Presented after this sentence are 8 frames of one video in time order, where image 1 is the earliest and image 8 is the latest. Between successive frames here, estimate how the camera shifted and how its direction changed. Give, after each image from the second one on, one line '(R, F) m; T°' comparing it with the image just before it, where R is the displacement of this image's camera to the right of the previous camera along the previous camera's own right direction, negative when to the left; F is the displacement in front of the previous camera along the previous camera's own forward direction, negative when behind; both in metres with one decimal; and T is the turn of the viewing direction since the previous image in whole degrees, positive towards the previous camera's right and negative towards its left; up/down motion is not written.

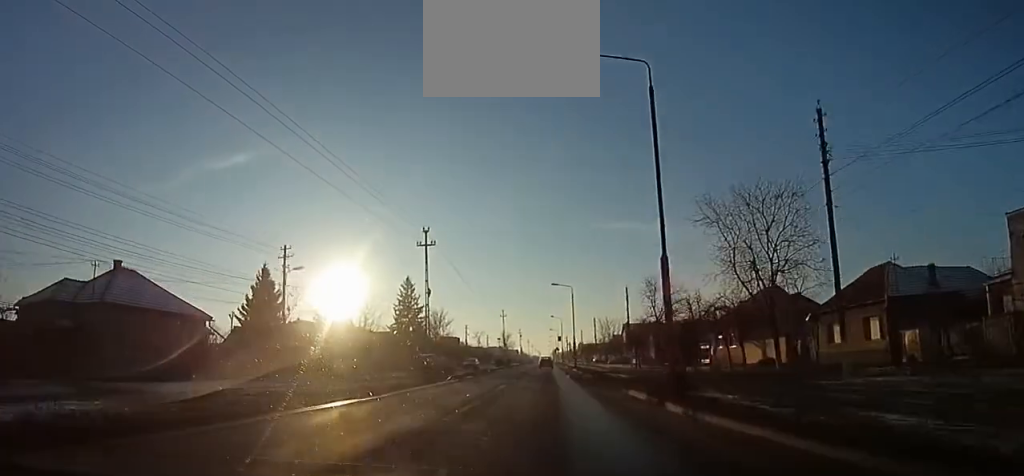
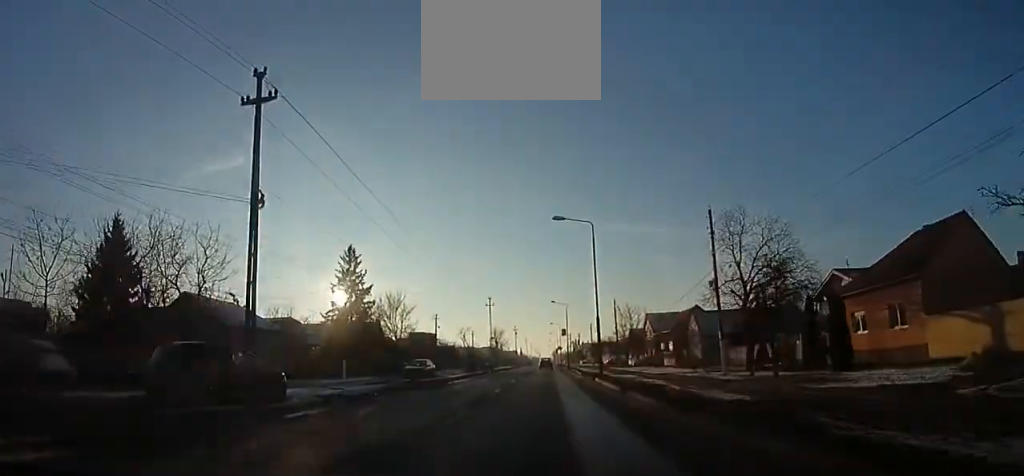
(-1.2, +25.1) m; -3°
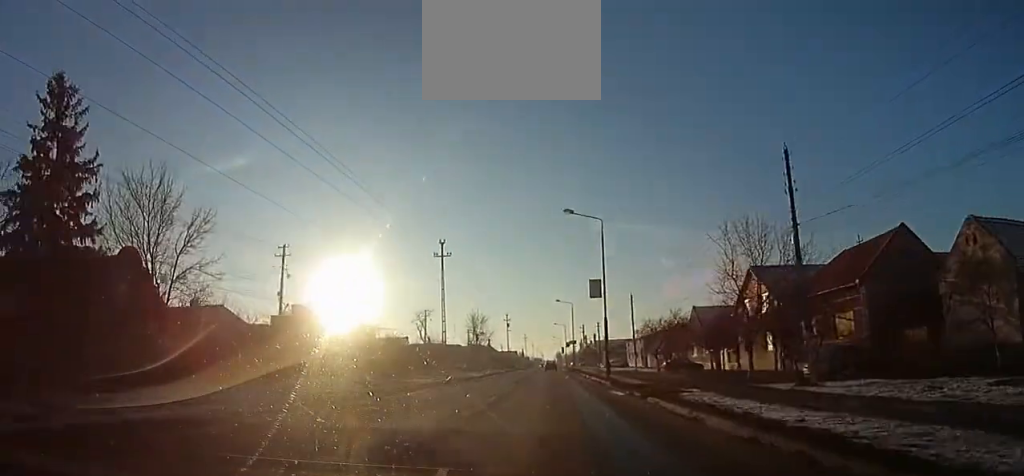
(+0.9, +43.4) m; +2°
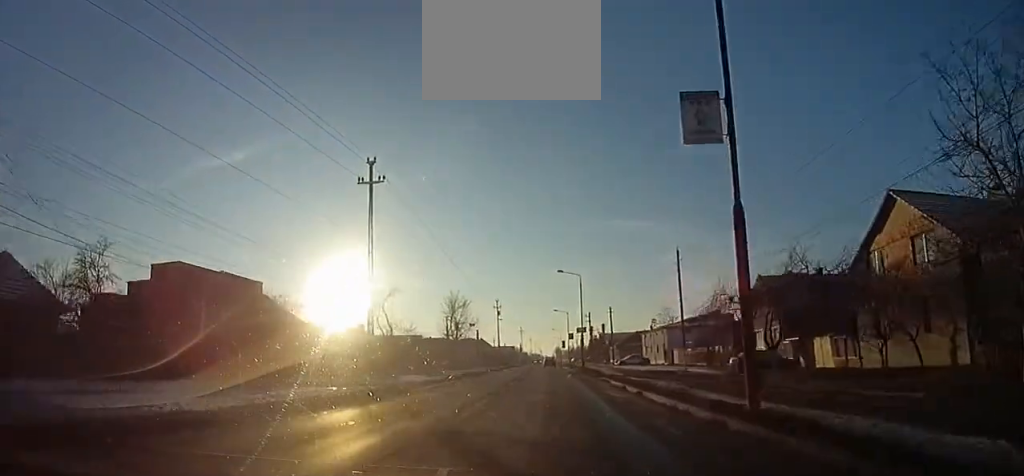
(+0.3, +19.8) m; 0°
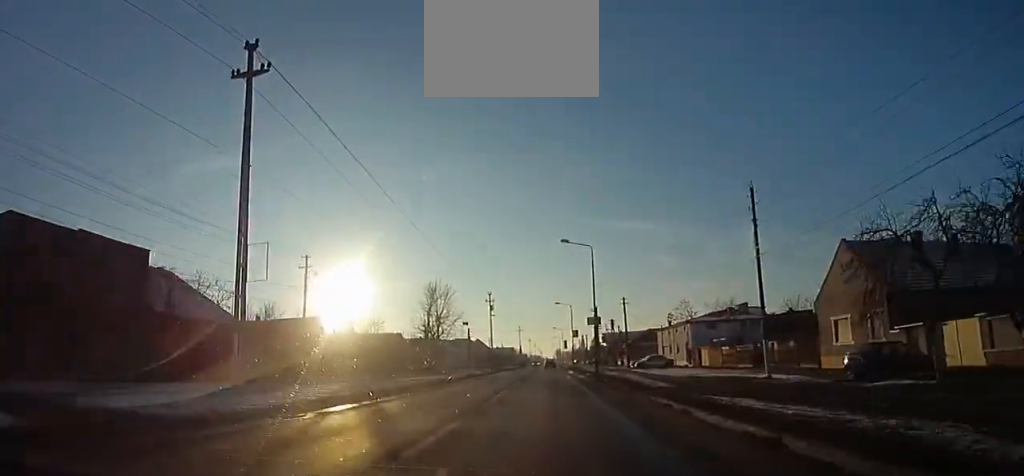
(-0.4, +13.0) m; 0°
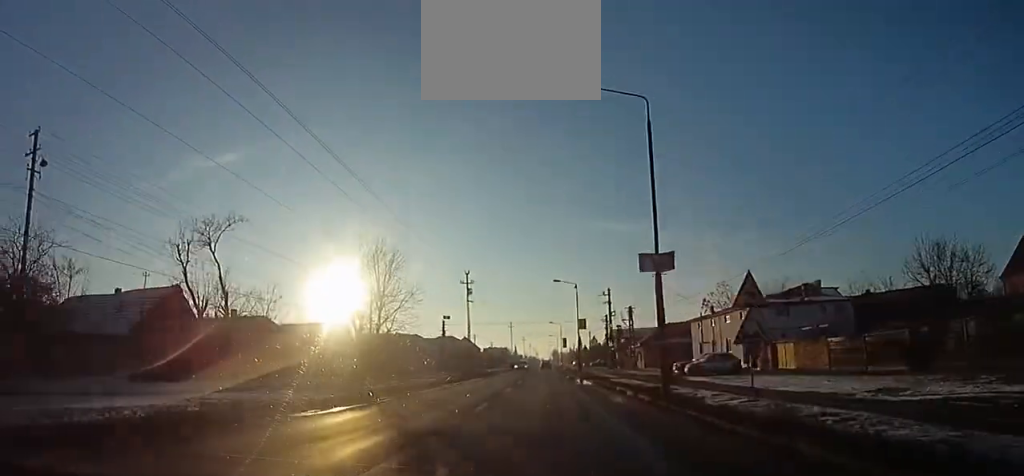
(0.0, +20.9) m; +1°
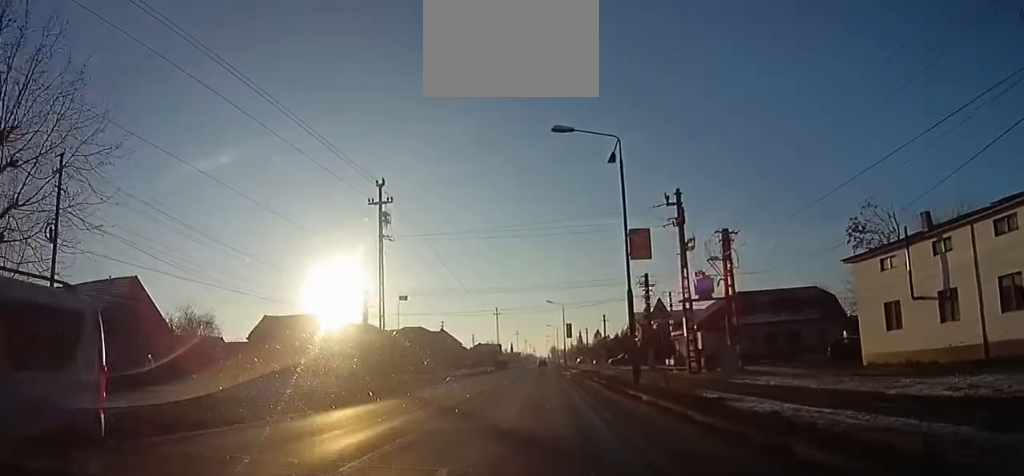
(+0.7, +32.7) m; 0°
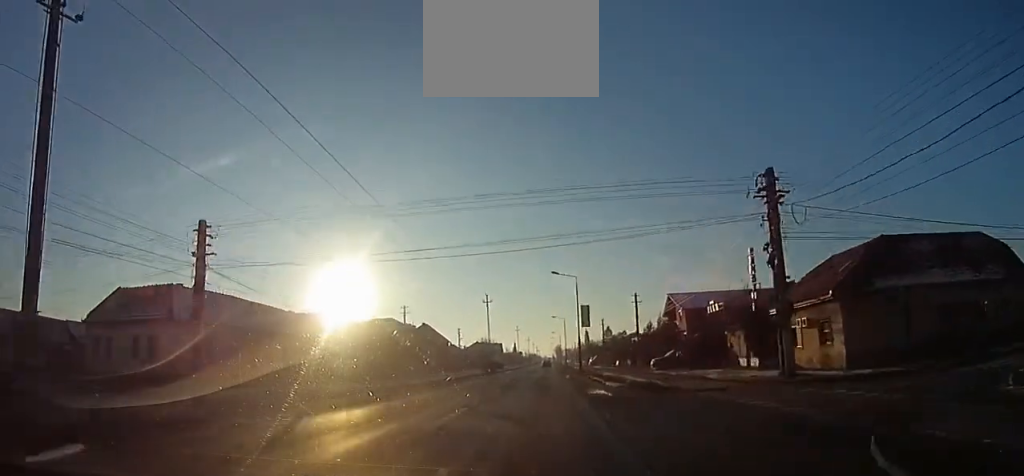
(-0.5, +24.0) m; -1°
